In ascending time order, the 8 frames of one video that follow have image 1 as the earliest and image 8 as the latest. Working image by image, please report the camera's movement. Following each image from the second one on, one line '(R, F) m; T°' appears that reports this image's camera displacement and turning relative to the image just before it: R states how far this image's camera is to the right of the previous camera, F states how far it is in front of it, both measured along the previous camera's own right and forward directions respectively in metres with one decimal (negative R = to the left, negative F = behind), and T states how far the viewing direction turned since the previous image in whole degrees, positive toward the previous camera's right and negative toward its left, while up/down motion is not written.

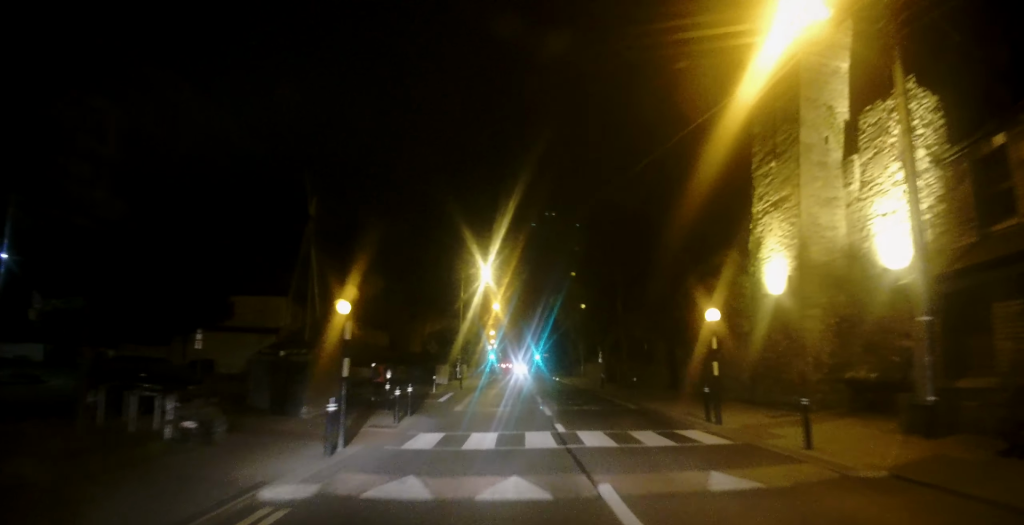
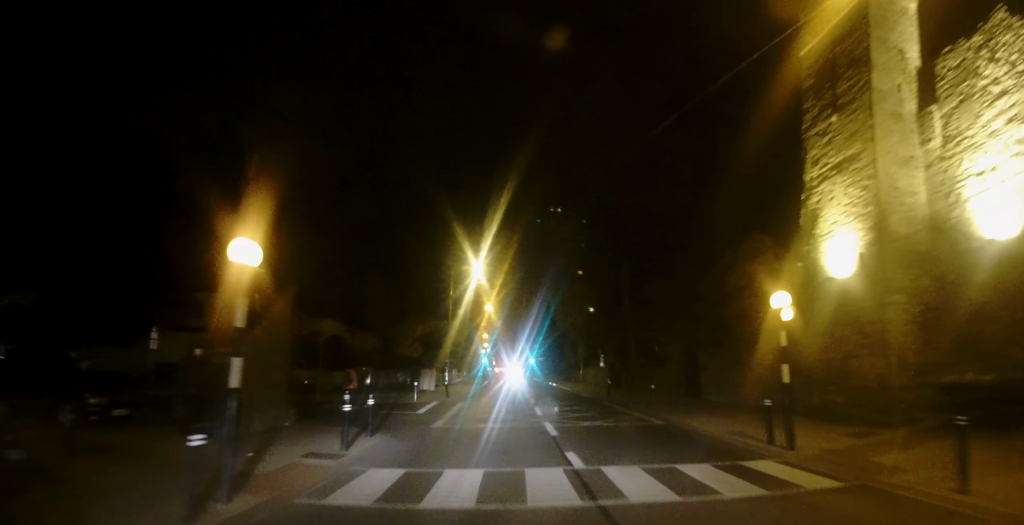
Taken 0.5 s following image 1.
(-0.1, +3.9) m; 0°
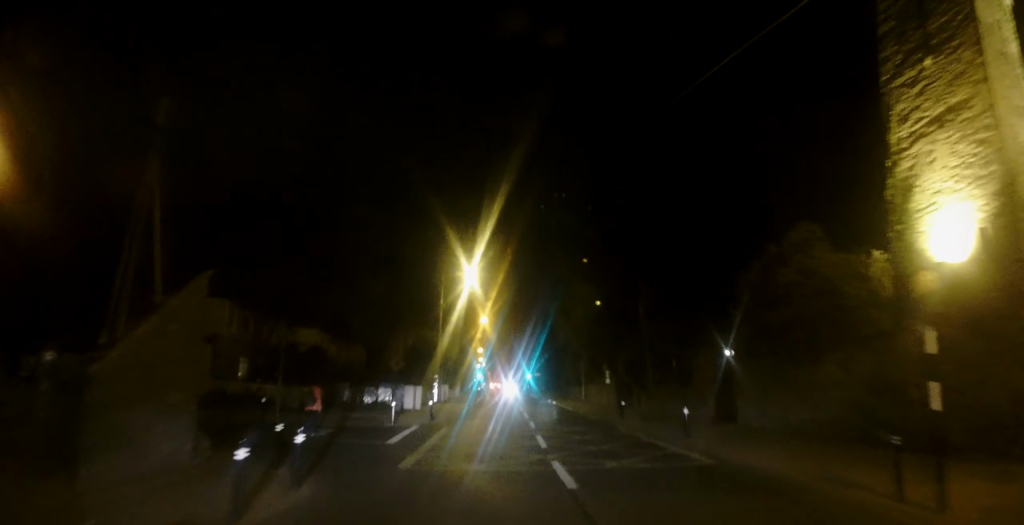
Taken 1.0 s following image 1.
(0.0, +4.1) m; 0°
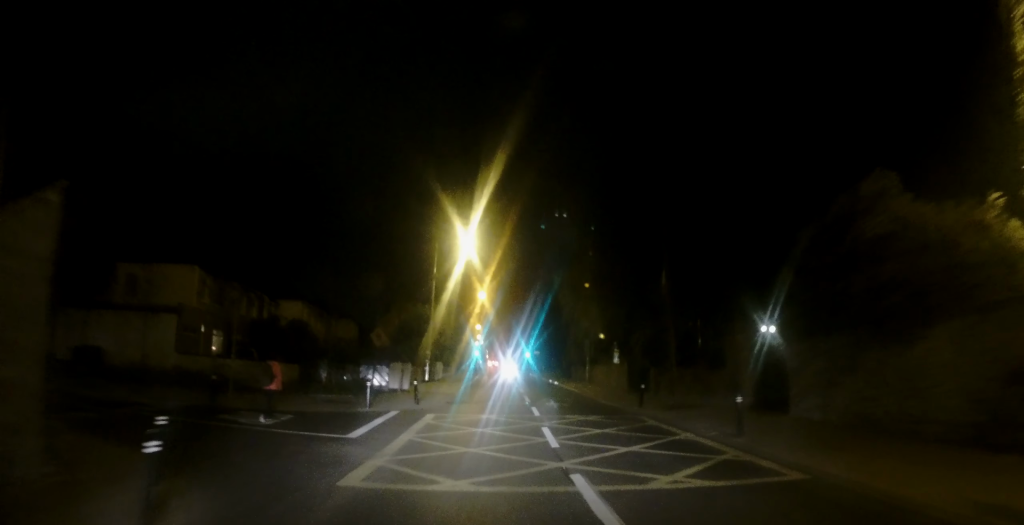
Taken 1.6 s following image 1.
(+0.1, +4.0) m; -1°
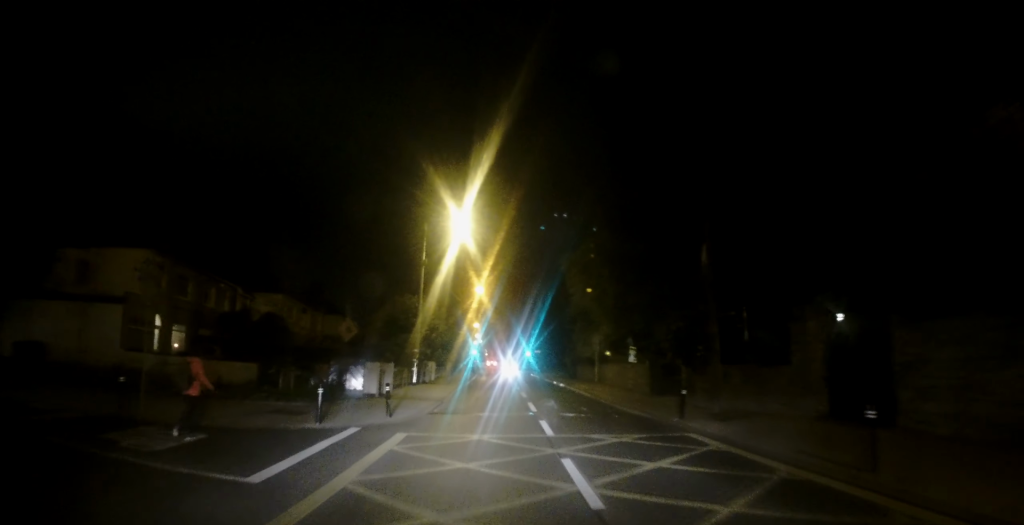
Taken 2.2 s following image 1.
(-0.1, +5.0) m; 0°
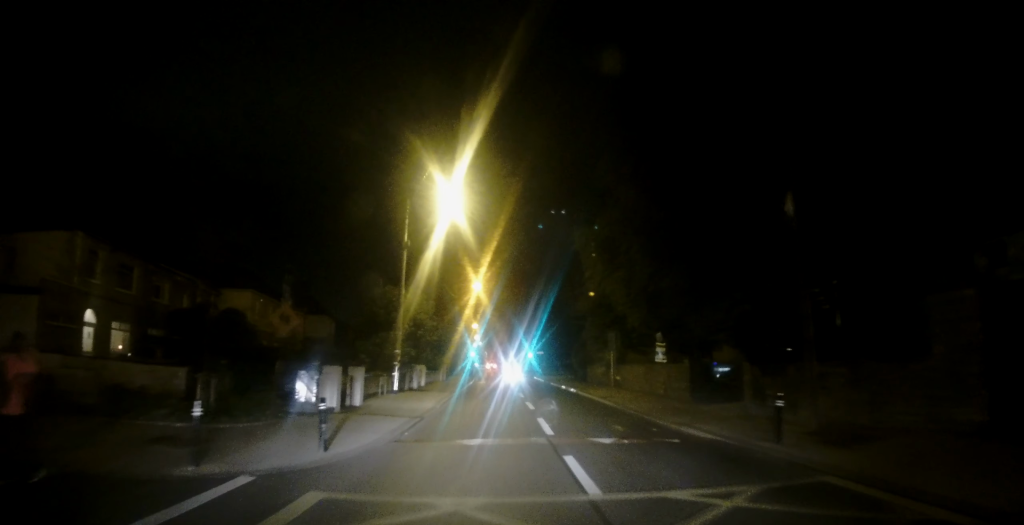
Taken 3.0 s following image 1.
(-0.3, +5.8) m; +1°
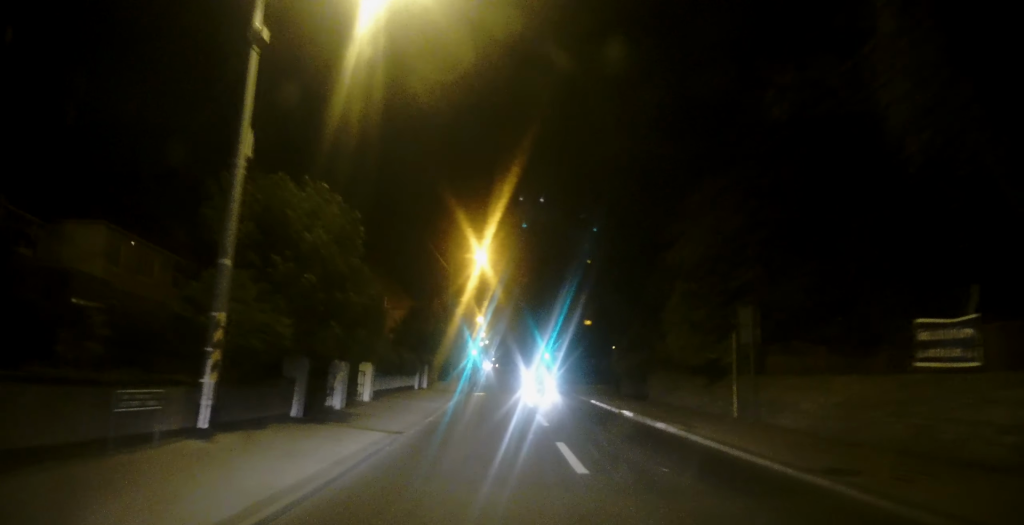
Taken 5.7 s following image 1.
(+0.2, +17.8) m; -1°
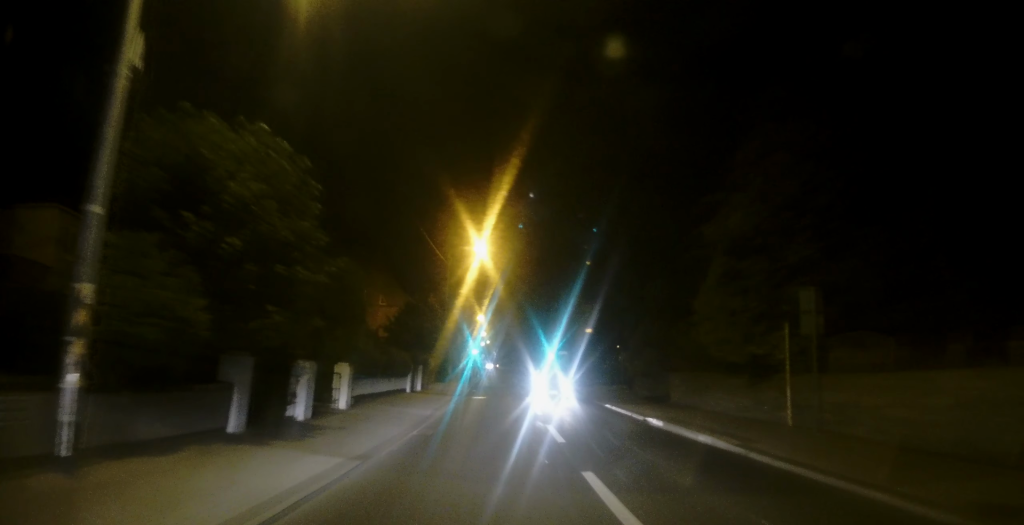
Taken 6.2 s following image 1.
(0.0, +3.4) m; 0°
